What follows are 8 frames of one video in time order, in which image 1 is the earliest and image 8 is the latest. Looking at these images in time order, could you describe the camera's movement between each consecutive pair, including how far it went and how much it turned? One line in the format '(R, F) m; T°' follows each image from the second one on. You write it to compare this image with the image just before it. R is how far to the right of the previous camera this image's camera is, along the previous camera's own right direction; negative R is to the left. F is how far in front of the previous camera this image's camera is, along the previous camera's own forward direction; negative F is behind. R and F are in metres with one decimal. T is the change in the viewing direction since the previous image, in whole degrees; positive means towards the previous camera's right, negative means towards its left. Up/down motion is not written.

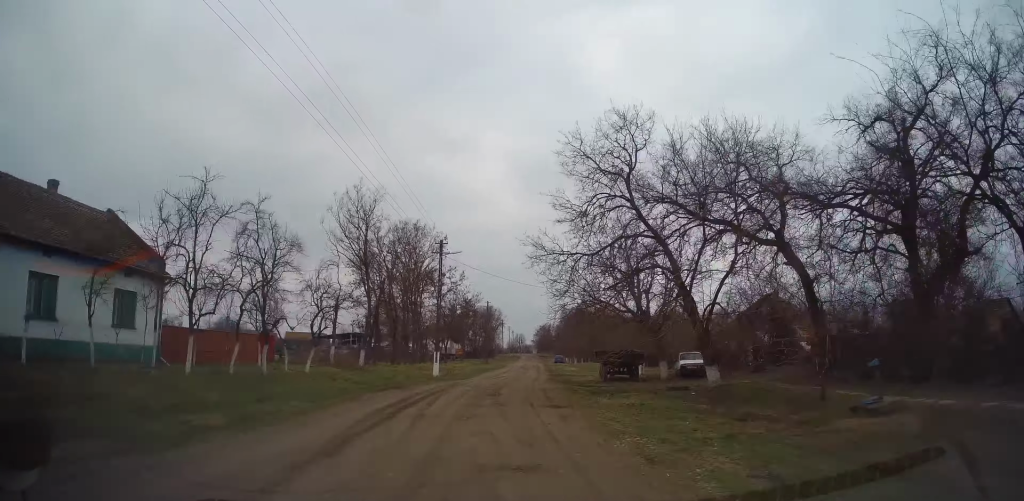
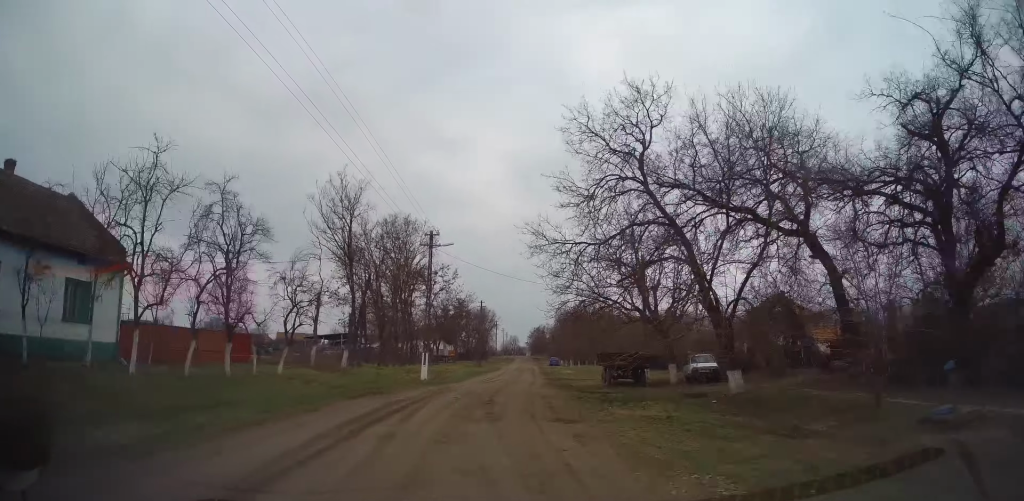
(-0.1, +2.6) m; +3°
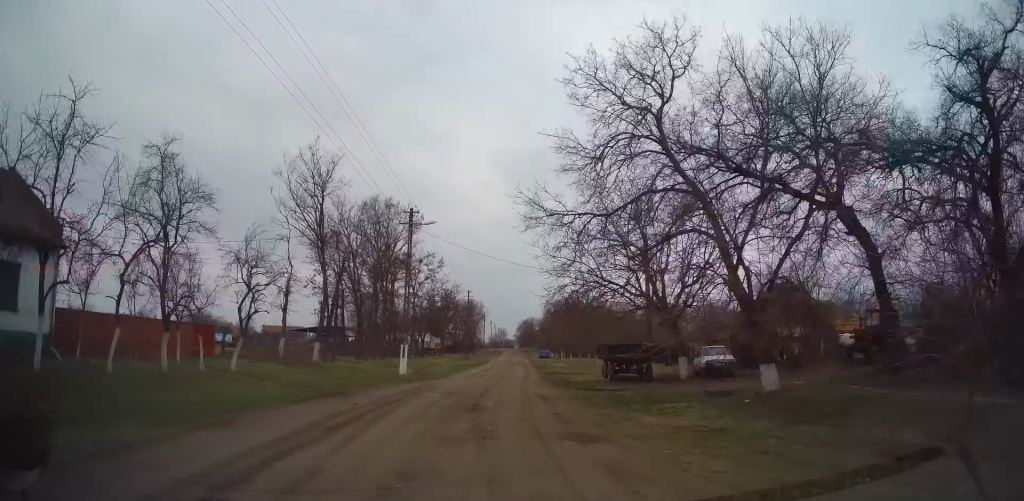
(+0.2, +3.2) m; +1°
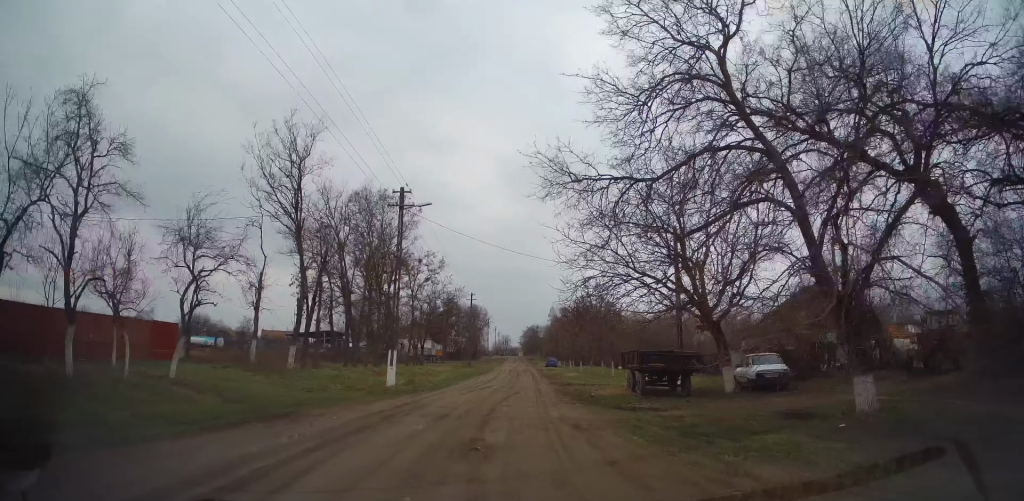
(+0.1, +4.9) m; -1°
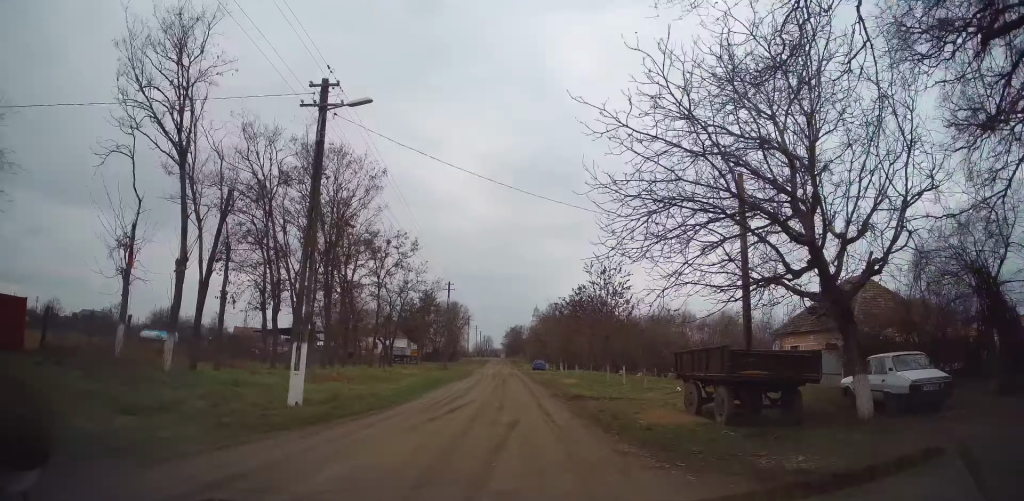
(+0.5, +9.9) m; +2°
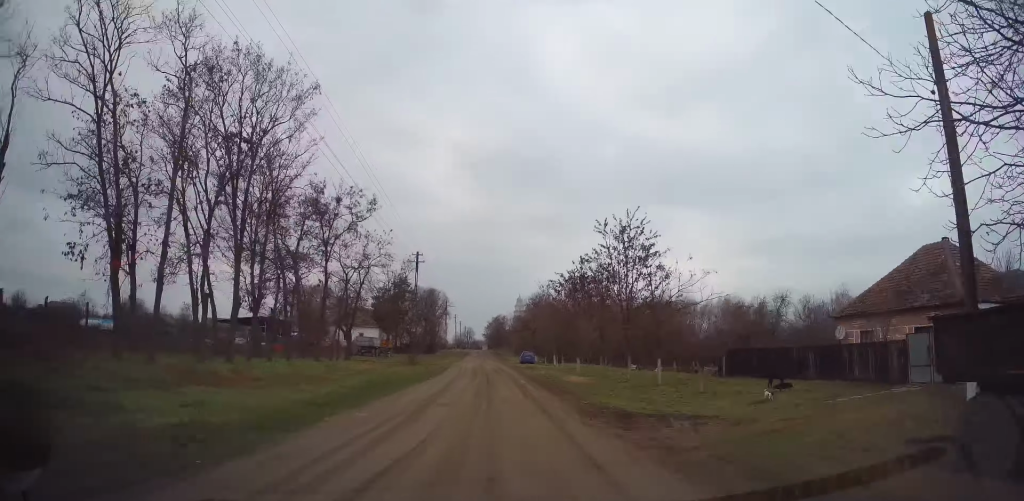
(-0.3, +10.0) m; +2°
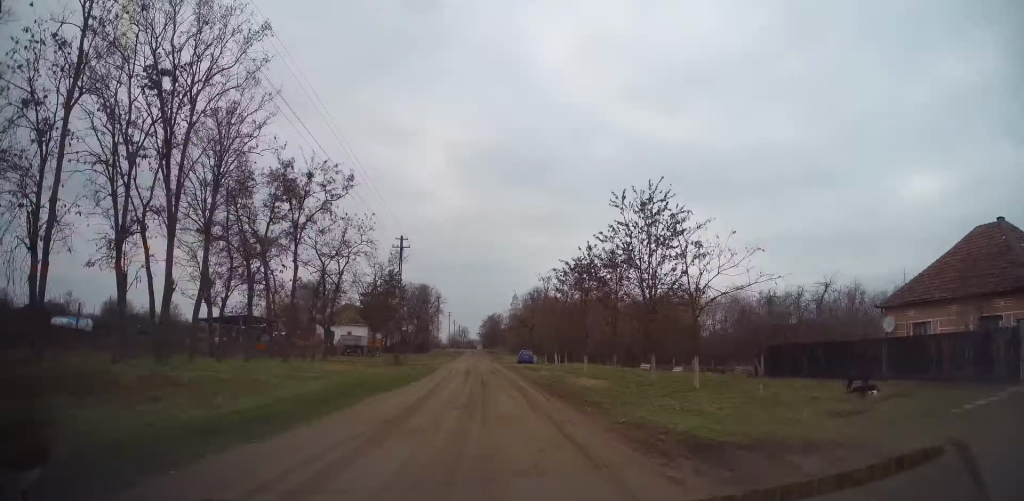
(+0.2, +4.6) m; +1°
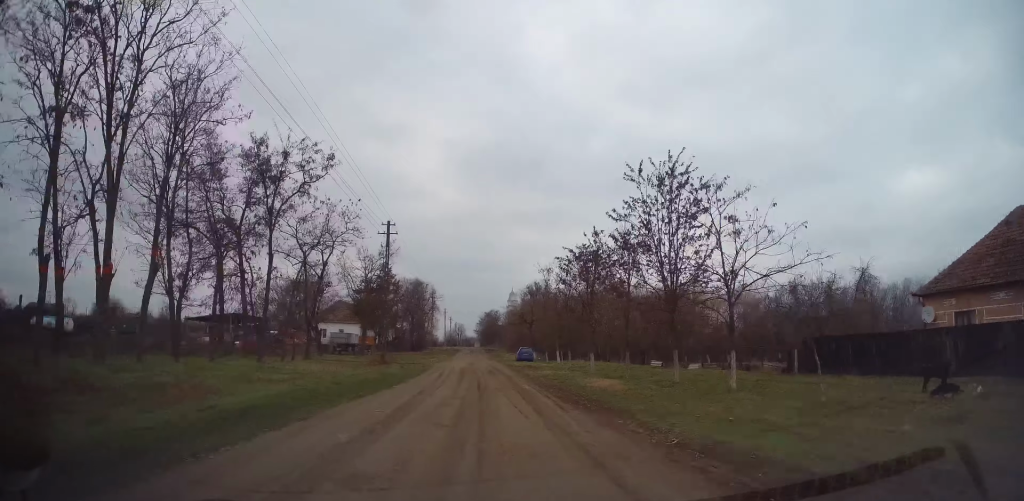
(+0.1, +3.1) m; -2°
